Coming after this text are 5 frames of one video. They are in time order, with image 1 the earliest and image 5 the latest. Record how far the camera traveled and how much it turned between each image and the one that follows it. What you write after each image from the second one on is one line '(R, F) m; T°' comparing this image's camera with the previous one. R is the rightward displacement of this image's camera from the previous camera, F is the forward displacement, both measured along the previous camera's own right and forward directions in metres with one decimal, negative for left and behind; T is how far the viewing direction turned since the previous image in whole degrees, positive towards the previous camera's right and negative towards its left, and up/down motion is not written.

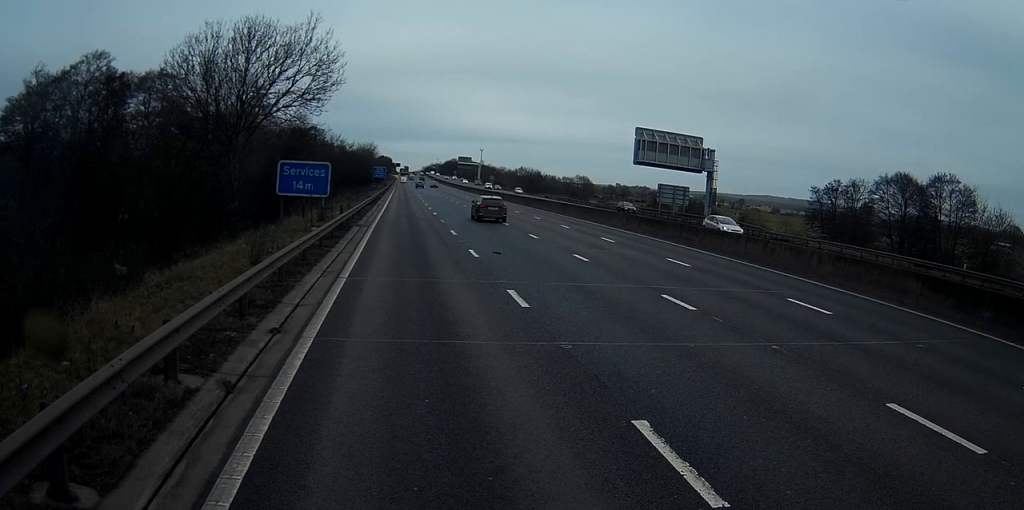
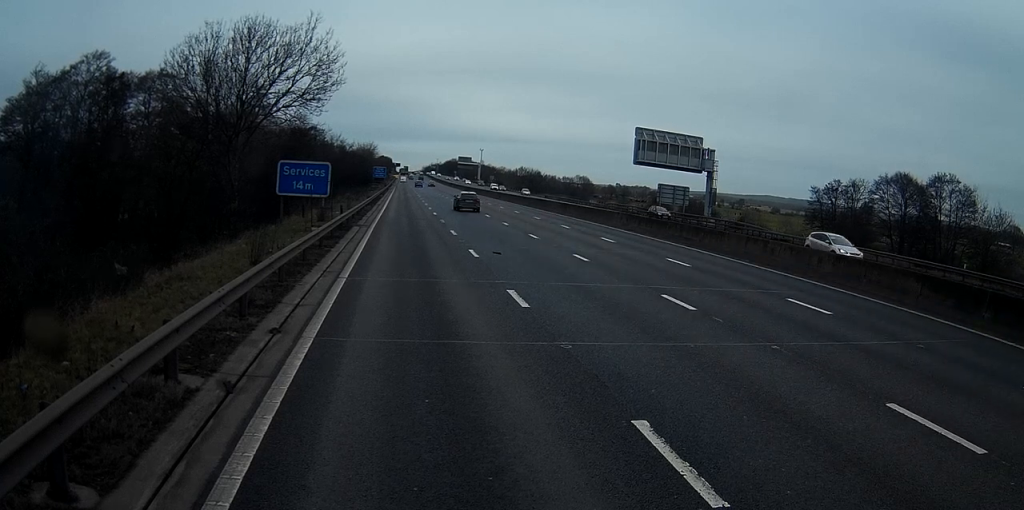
(0.0, +0.3) m; 0°
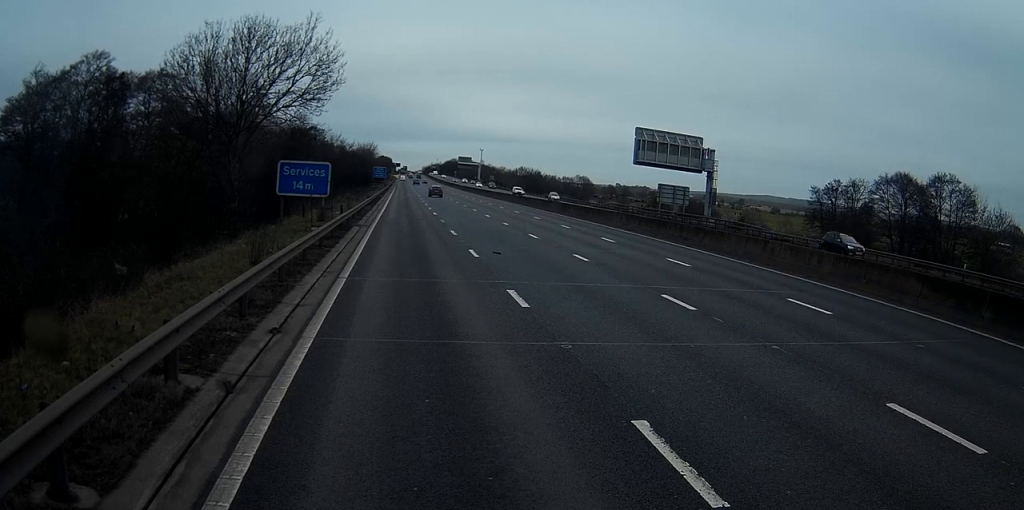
(0.0, +0.7) m; 0°
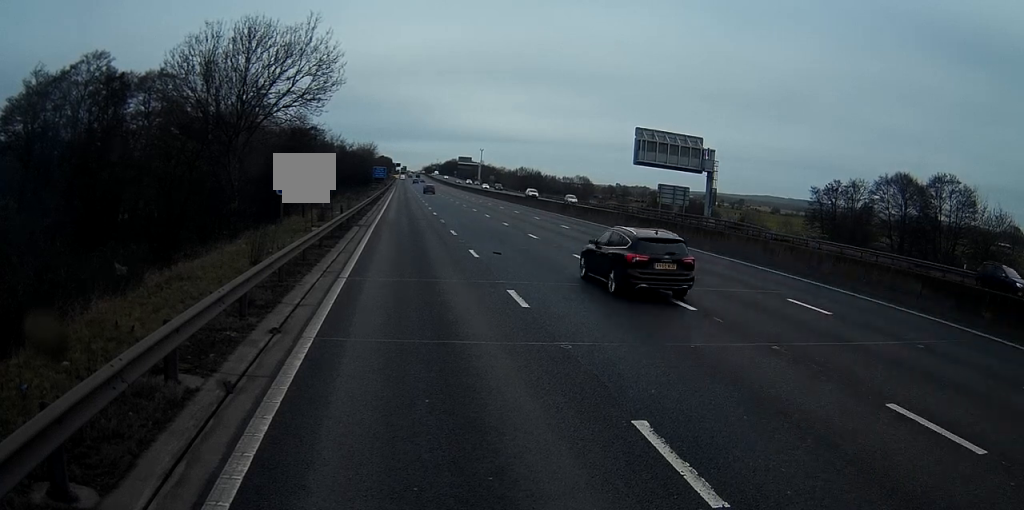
(0.0, 0.0) m; 0°
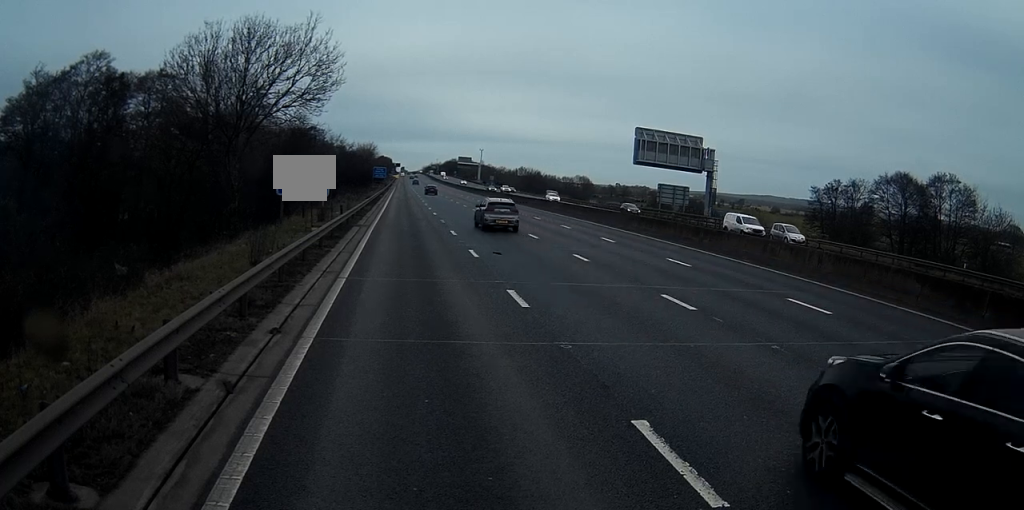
(0.0, 0.0) m; 0°
